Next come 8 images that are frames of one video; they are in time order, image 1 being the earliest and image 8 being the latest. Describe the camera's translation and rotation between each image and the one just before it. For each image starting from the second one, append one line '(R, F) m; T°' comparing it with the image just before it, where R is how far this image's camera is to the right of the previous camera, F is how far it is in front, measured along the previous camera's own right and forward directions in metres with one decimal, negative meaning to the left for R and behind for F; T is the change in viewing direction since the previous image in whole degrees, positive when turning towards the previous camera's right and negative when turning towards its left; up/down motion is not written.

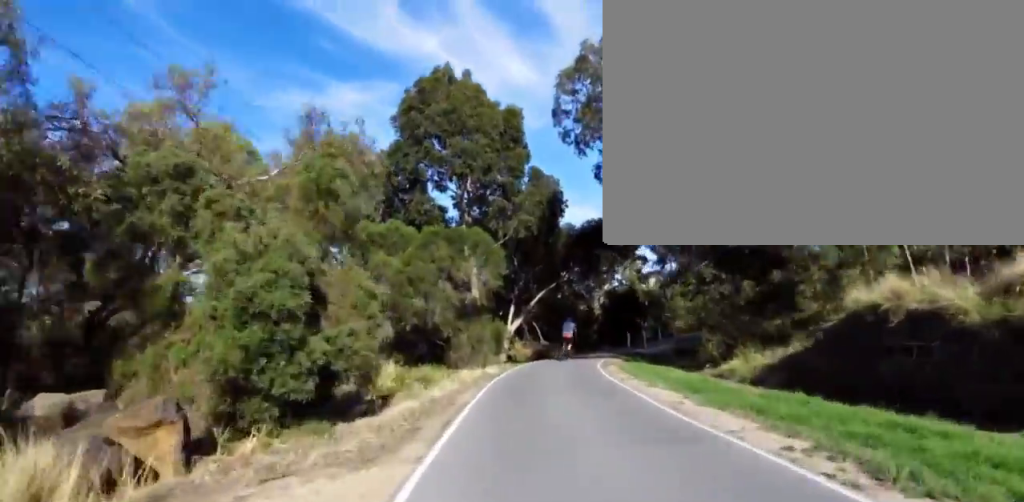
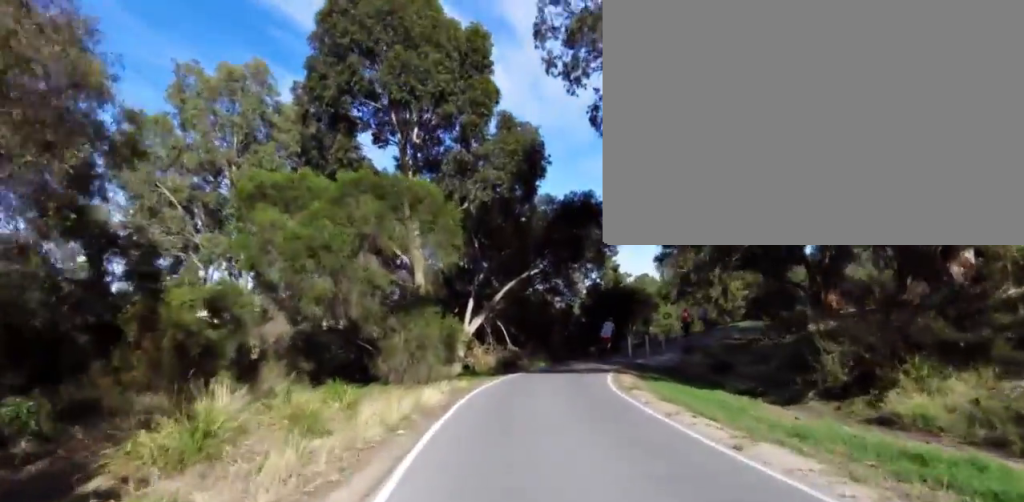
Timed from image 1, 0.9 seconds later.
(+1.0, +9.1) m; +6°
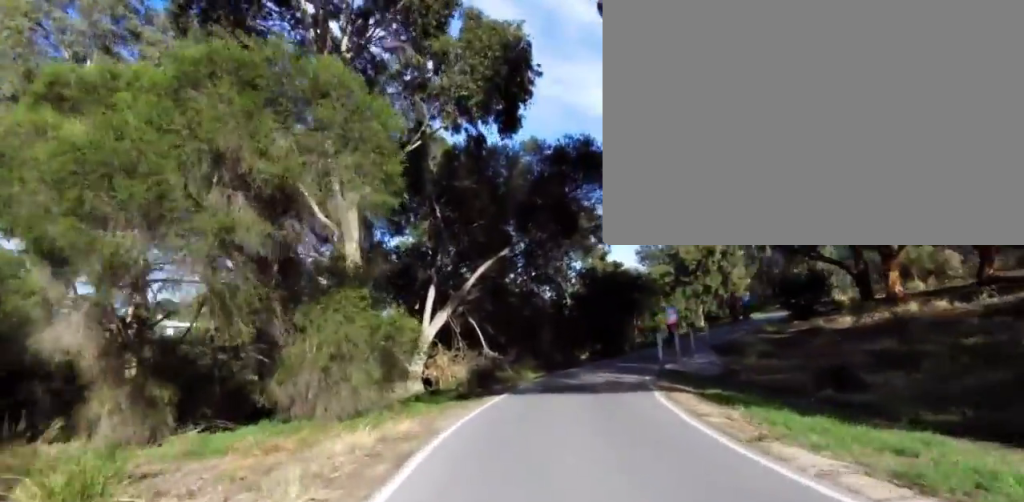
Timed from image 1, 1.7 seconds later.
(0.0, +7.6) m; 0°
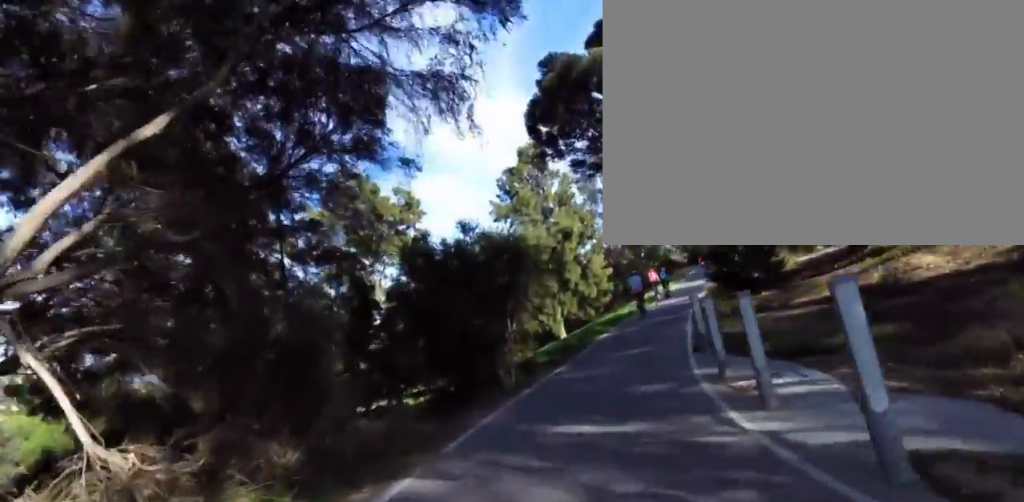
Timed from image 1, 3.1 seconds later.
(+0.8, +14.2) m; +16°
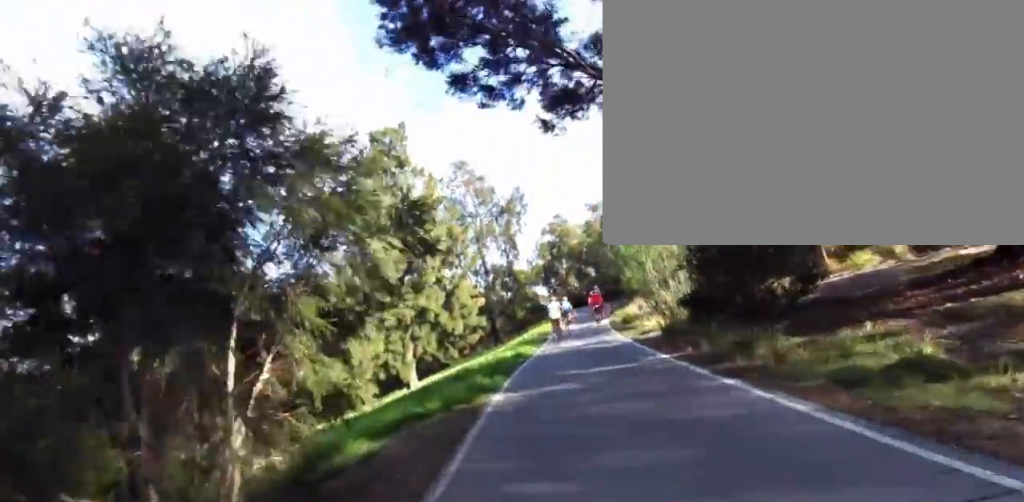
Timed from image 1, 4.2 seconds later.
(+2.4, +10.4) m; +20°
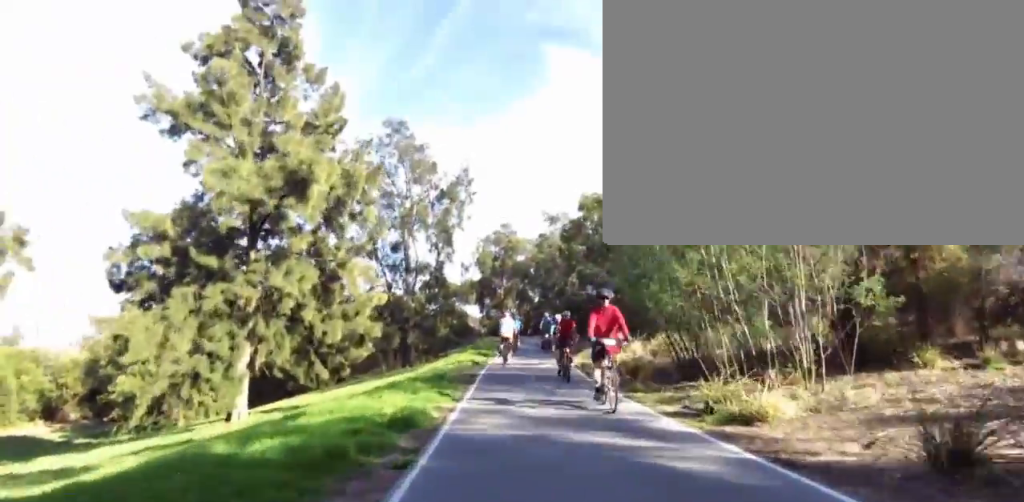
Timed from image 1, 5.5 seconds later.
(+1.0, +12.1) m; +4°
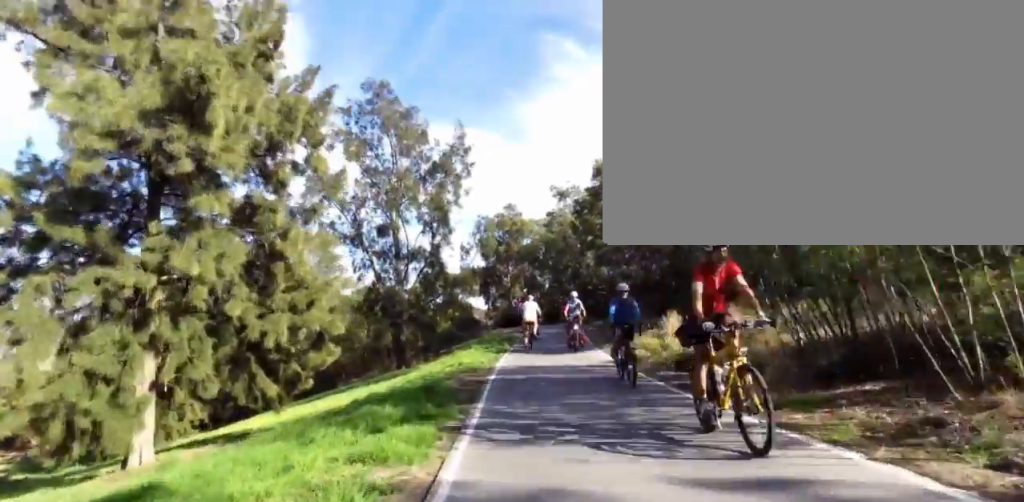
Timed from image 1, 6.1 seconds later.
(-0.1, +5.8) m; 0°
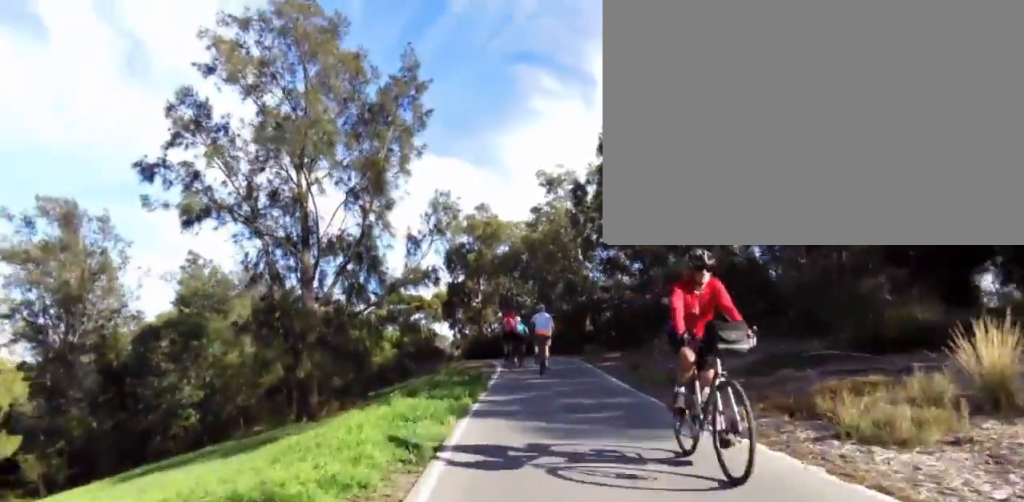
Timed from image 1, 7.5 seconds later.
(+0.1, +11.6) m; +1°
